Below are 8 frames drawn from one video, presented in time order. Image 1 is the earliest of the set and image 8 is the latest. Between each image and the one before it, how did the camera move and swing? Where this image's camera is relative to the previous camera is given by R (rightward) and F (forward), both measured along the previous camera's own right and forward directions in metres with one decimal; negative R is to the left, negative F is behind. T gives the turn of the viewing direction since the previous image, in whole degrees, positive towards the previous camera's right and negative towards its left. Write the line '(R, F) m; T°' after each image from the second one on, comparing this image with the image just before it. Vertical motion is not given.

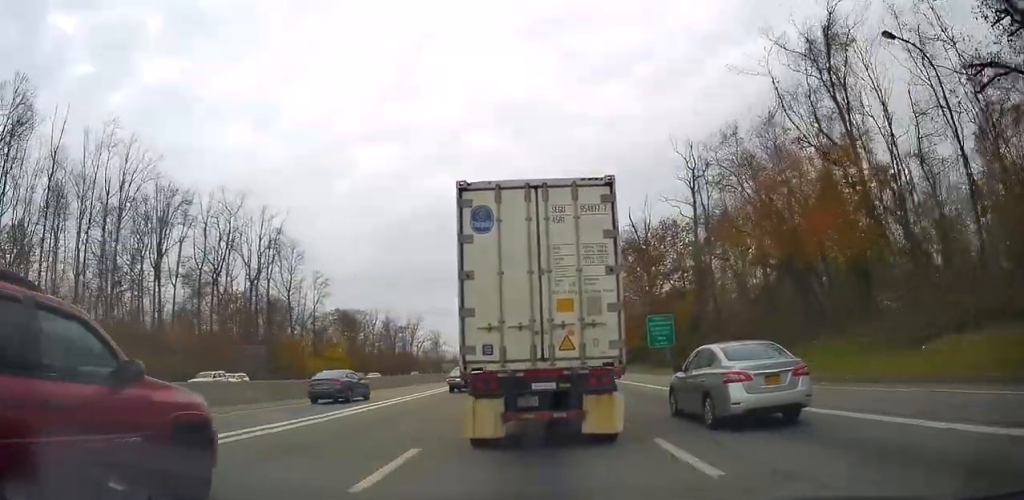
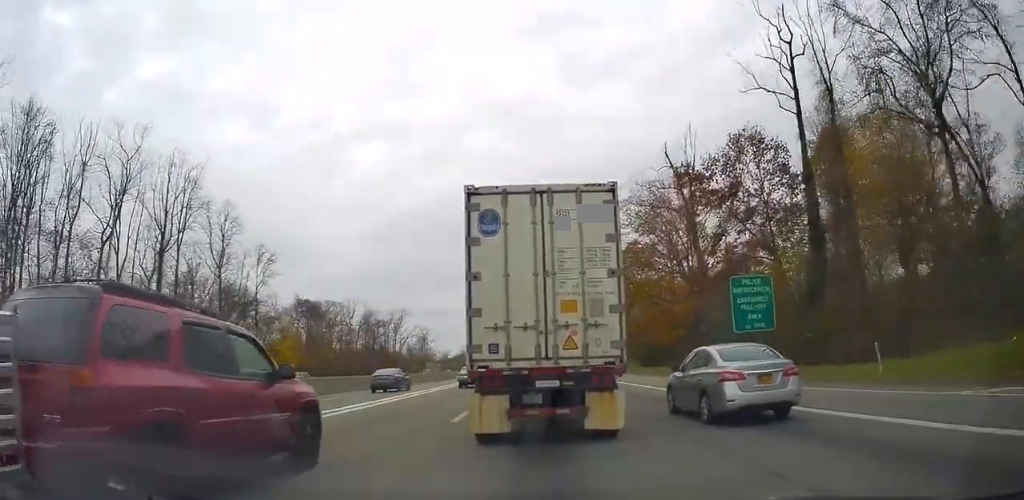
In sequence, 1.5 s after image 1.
(0.0, +28.3) m; 0°
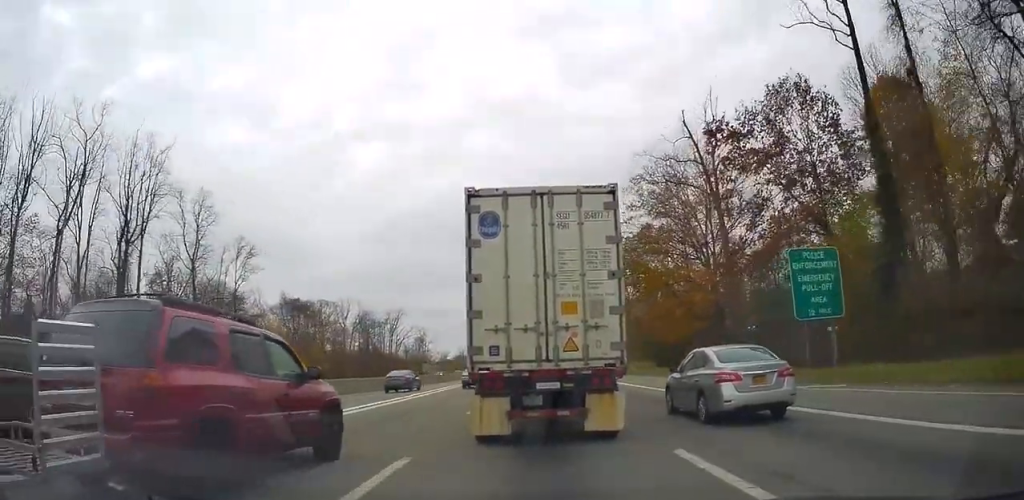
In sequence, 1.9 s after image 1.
(0.0, +8.7) m; 0°
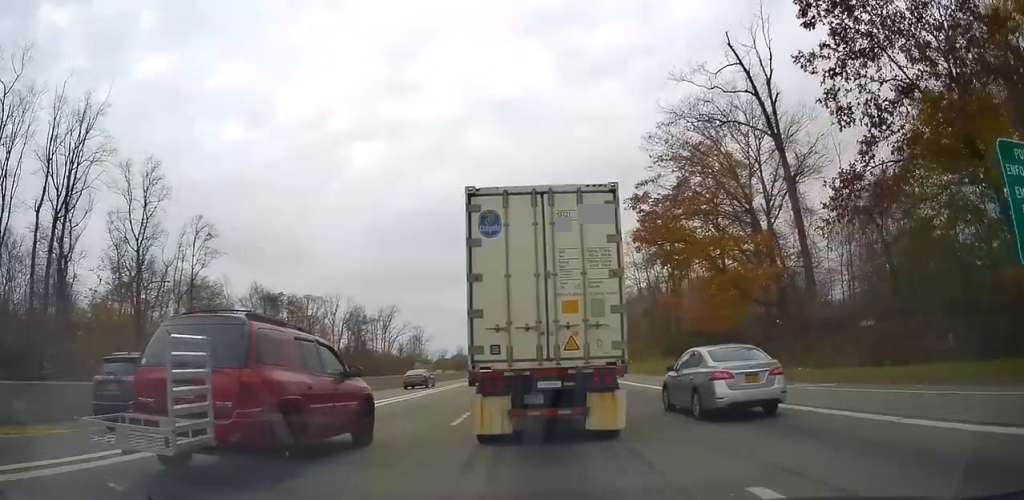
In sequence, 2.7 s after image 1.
(+0.1, +14.9) m; 0°
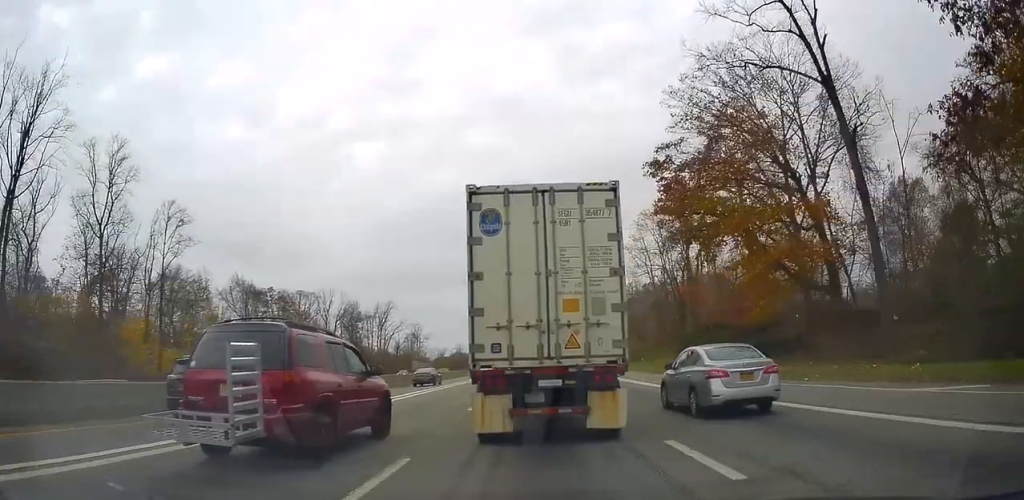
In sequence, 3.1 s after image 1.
(0.0, +8.5) m; 0°
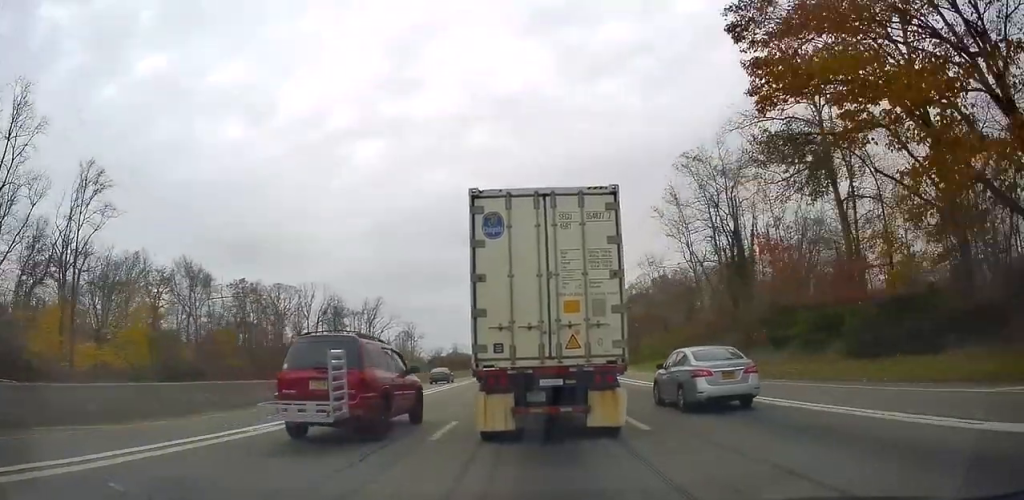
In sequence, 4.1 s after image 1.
(0.0, +19.8) m; 0°
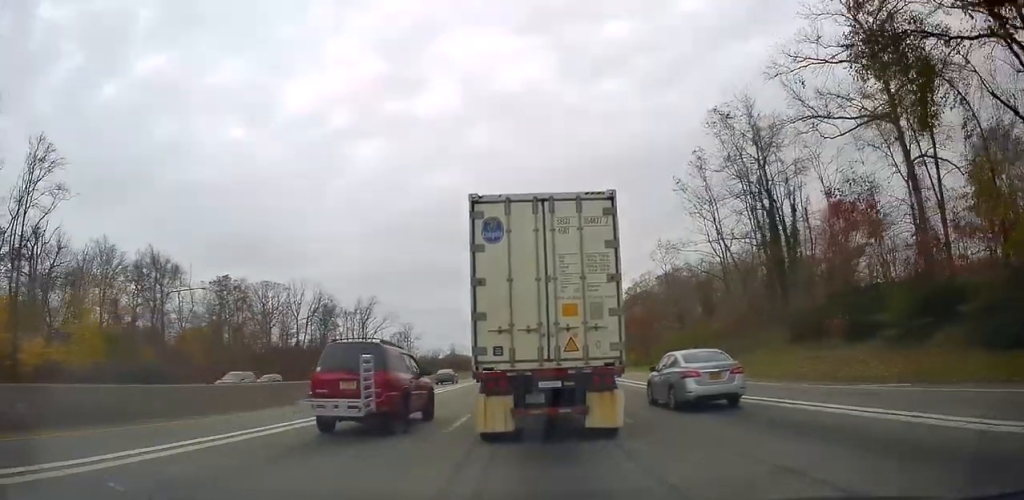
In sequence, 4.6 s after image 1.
(0.0, +9.9) m; 0°
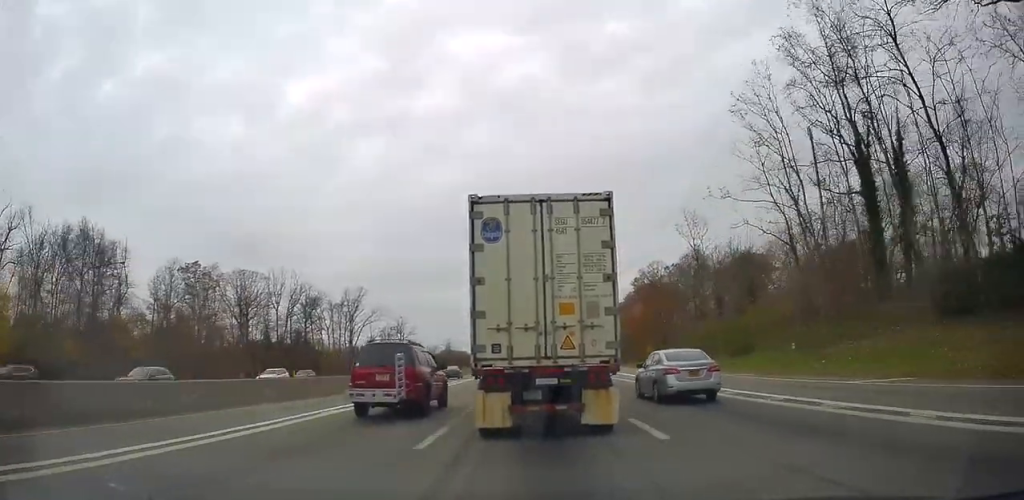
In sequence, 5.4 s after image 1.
(0.0, +16.1) m; 0°
